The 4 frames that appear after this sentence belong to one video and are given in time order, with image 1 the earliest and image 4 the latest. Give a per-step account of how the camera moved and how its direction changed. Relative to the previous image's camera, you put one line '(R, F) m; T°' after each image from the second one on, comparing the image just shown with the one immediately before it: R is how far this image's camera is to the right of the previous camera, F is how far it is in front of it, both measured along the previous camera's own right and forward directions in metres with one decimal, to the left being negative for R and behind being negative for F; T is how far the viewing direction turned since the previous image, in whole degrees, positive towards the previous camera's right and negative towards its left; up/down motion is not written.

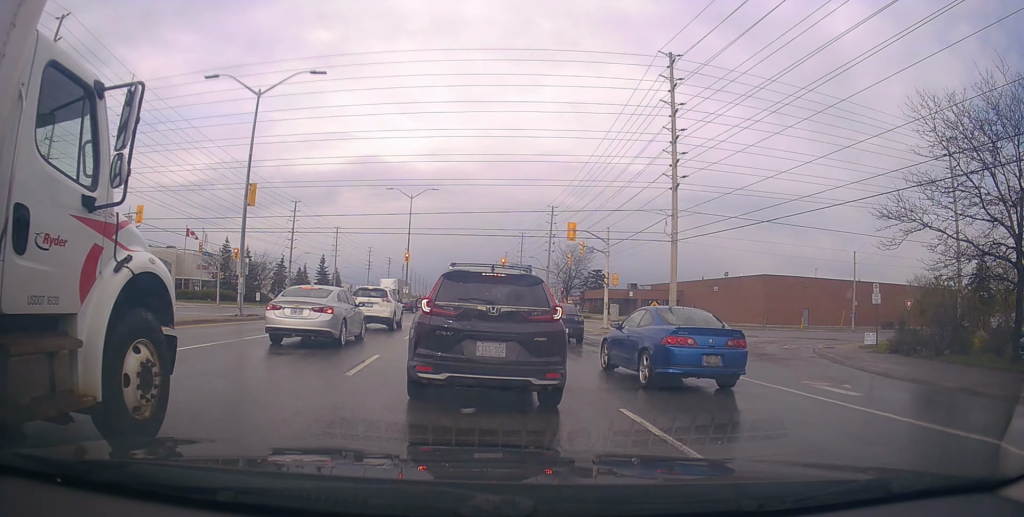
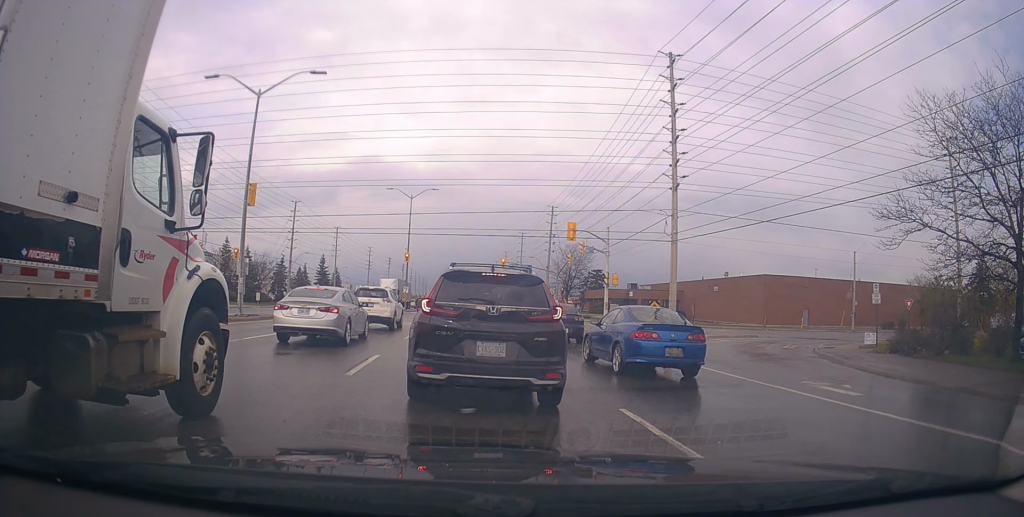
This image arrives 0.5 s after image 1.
(0.0, 0.0) m; 0°
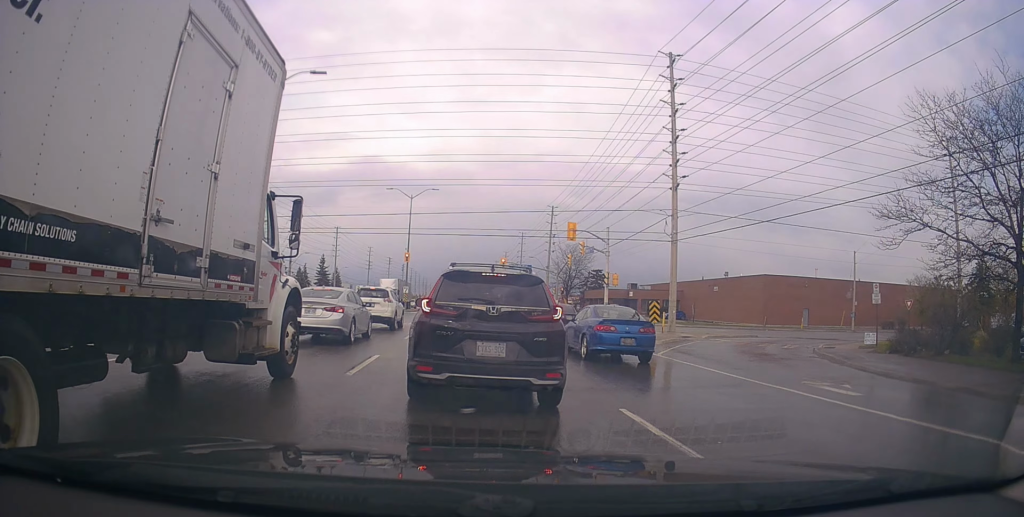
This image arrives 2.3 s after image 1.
(0.0, 0.0) m; 0°
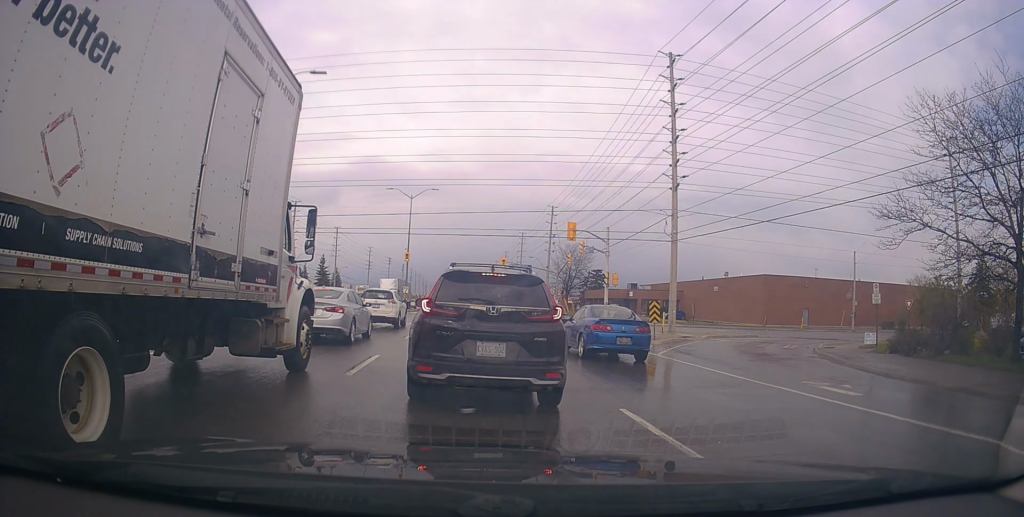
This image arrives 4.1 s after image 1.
(0.0, 0.0) m; 0°
